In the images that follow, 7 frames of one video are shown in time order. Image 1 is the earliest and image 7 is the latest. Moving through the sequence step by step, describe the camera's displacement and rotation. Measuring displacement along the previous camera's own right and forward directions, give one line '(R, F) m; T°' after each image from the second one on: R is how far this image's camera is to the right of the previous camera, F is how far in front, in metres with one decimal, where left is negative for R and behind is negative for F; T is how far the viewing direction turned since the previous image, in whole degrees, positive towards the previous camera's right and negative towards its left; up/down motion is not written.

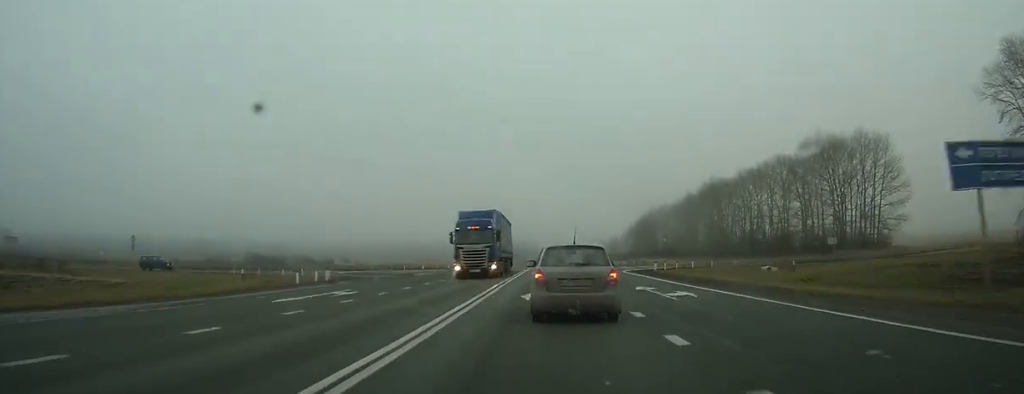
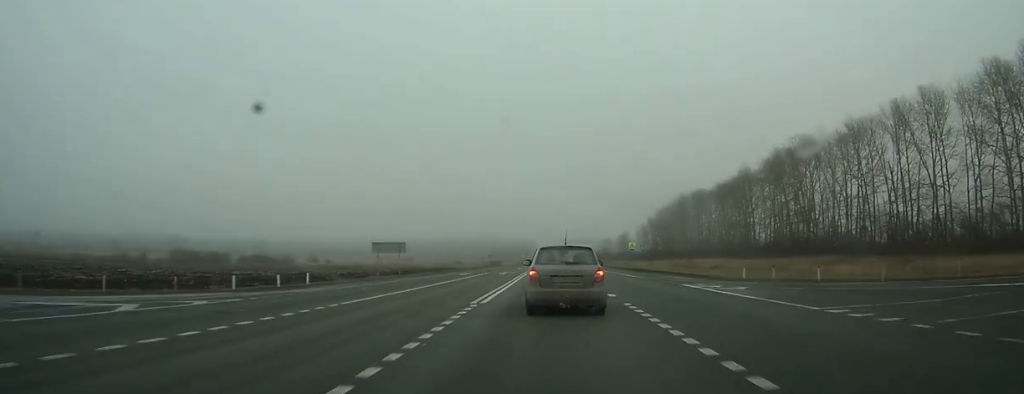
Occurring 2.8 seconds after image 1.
(-0.2, +63.4) m; 0°
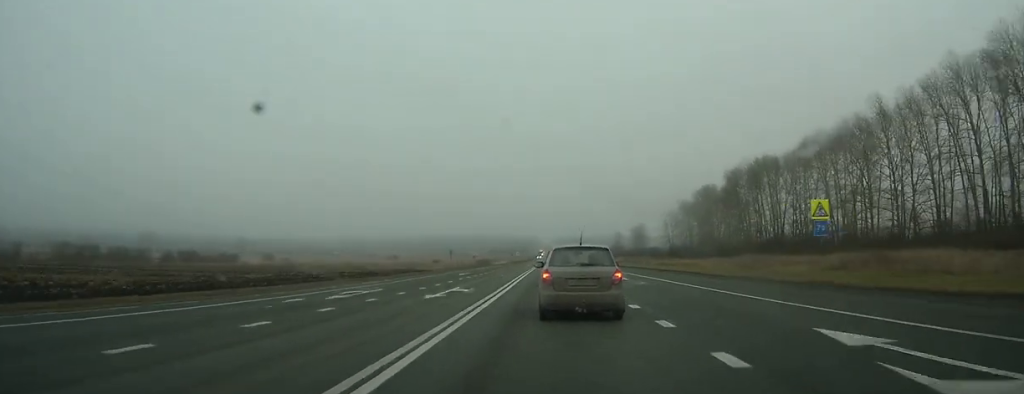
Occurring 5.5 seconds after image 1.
(-0.1, +63.4) m; 0°
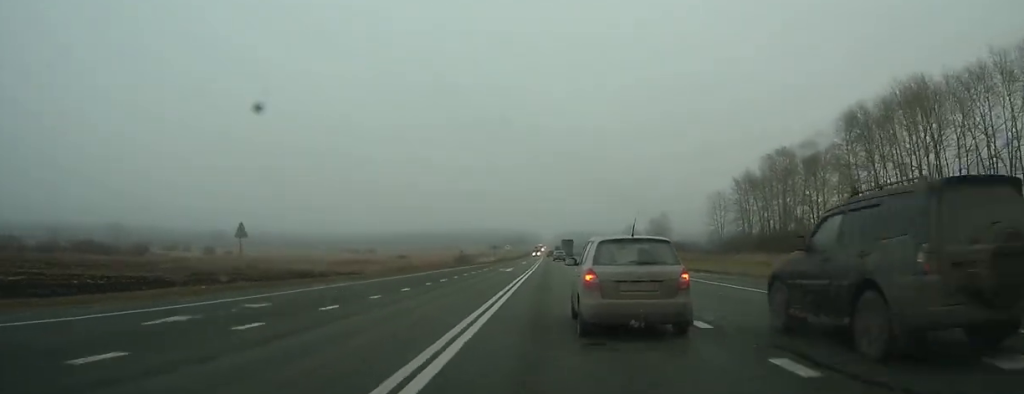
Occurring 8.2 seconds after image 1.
(+0.1, +62.9) m; 0°
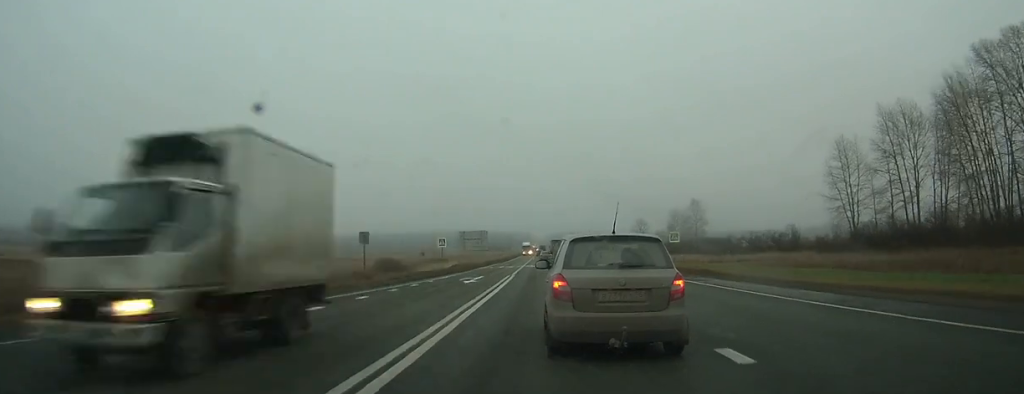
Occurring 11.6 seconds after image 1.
(-0.1, +79.6) m; 0°
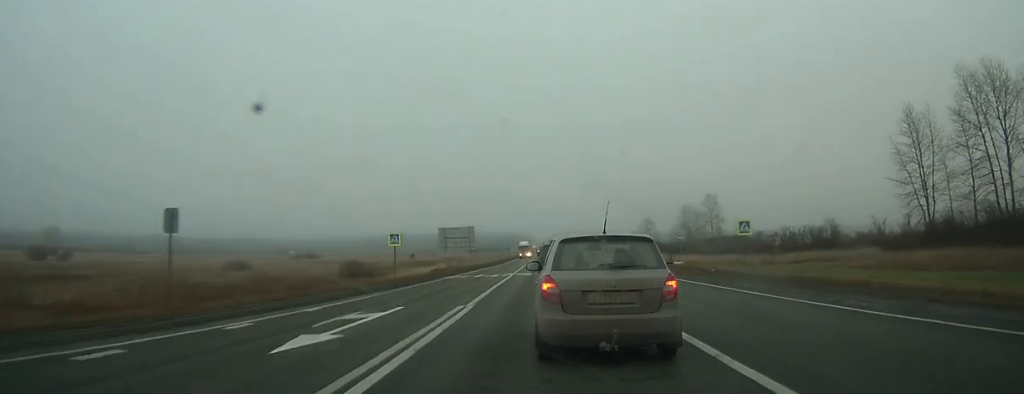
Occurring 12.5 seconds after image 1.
(0.0, +20.1) m; 0°
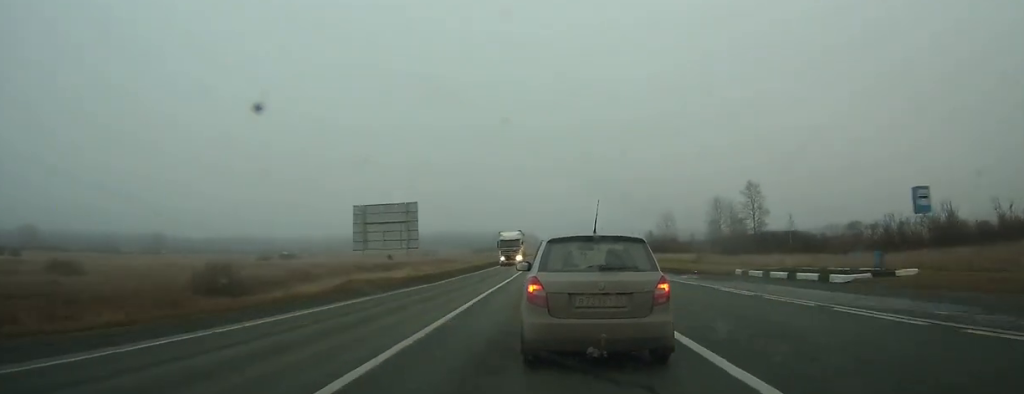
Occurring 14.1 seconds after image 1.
(0.0, +38.2) m; 0°
